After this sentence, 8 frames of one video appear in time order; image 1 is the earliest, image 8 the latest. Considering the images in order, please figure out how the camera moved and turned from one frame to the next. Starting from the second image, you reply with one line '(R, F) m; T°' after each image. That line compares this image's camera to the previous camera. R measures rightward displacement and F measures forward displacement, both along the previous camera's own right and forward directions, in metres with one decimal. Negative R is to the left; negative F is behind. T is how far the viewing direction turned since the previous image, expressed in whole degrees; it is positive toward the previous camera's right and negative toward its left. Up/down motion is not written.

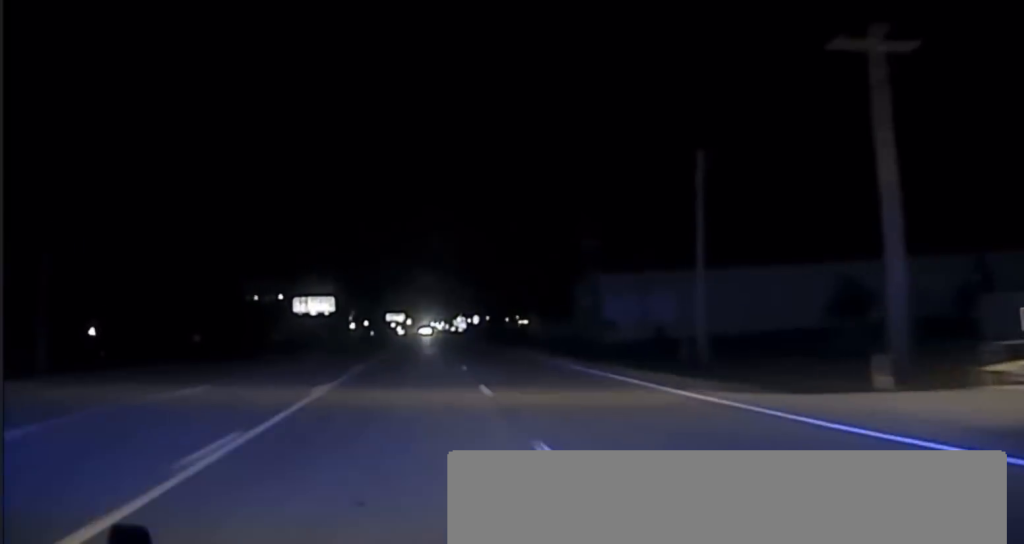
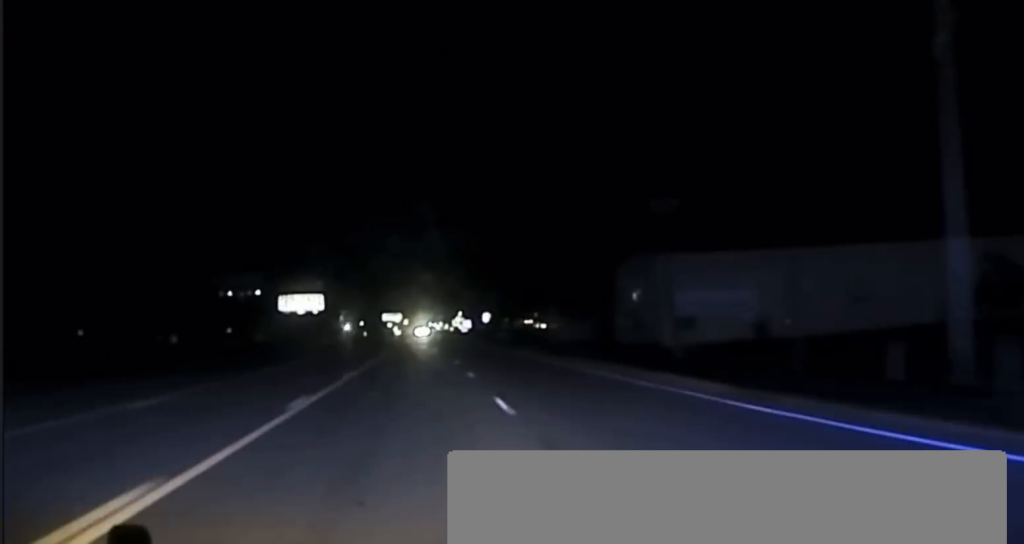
(0.0, +31.5) m; 0°
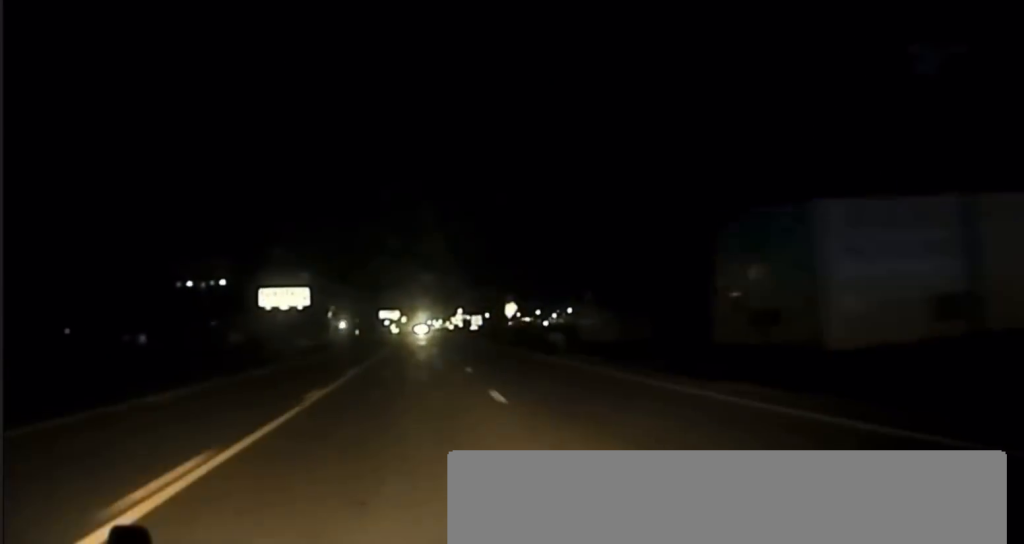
(+0.2, +41.2) m; 0°
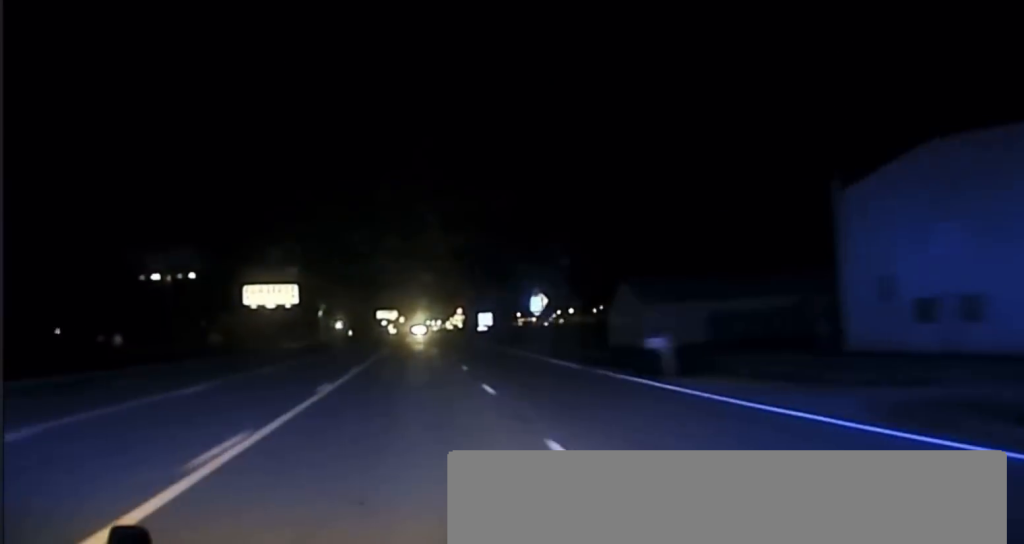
(0.0, +24.3) m; 0°
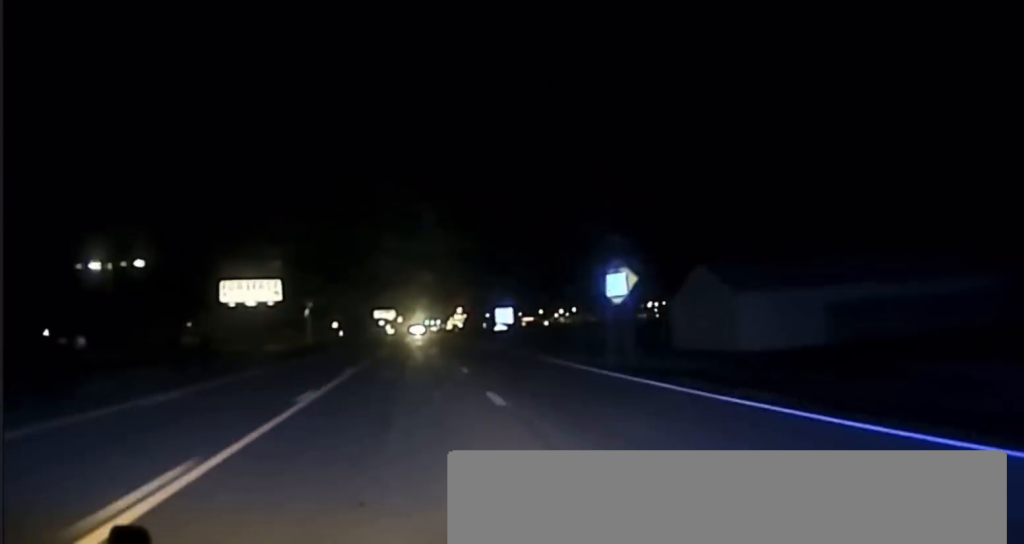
(-0.1, +29.5) m; 0°
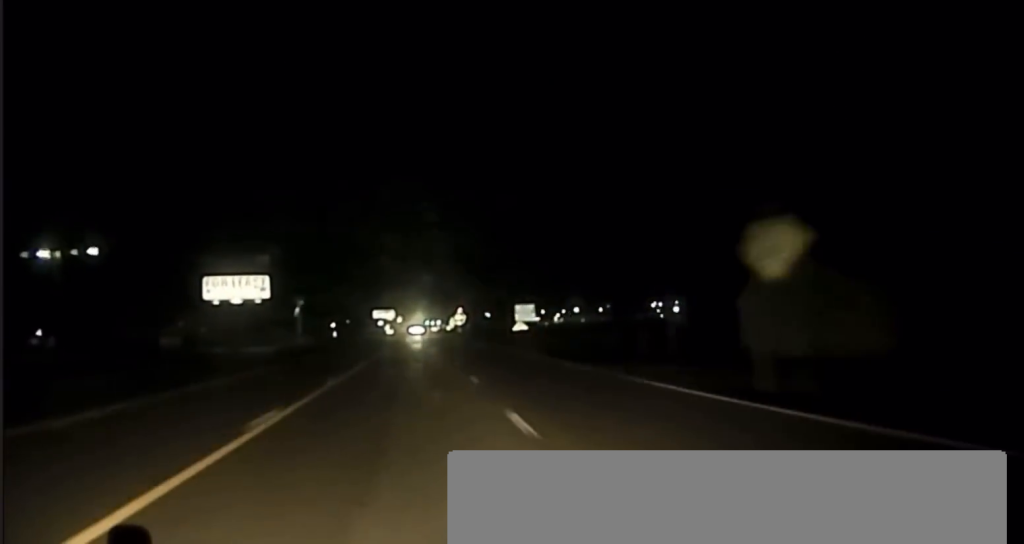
(0.0, +17.3) m; 0°
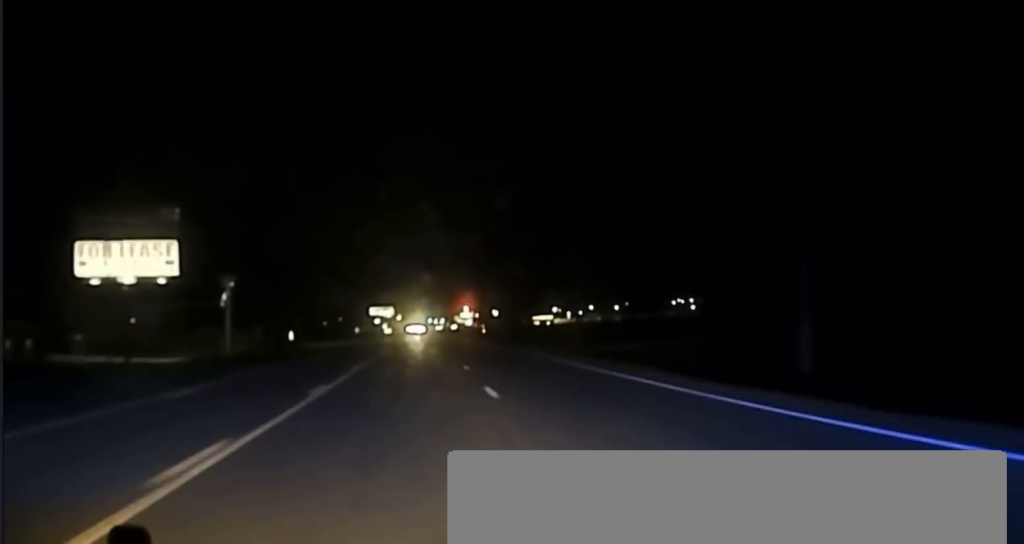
(-0.2, +71.3) m; 0°
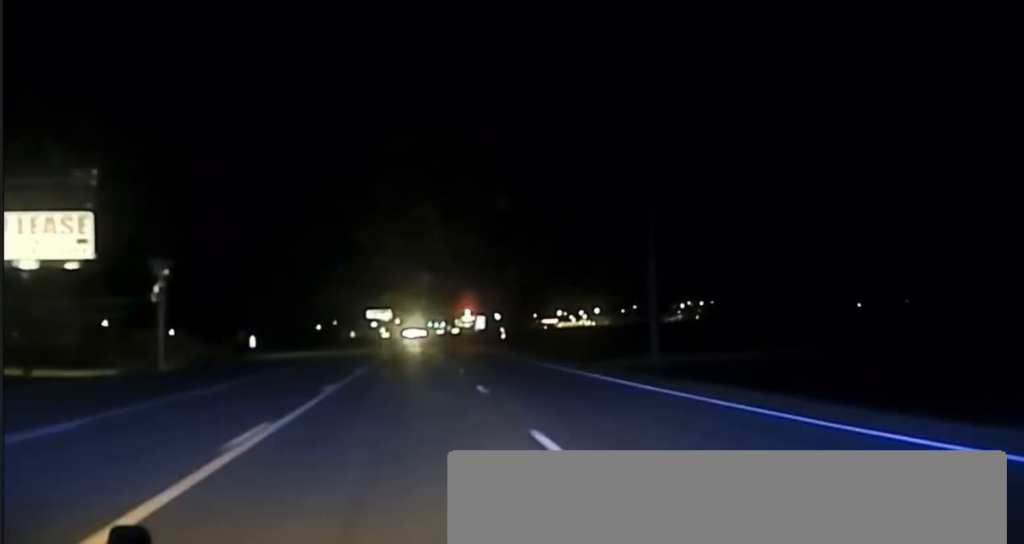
(0.0, +29.1) m; 0°
